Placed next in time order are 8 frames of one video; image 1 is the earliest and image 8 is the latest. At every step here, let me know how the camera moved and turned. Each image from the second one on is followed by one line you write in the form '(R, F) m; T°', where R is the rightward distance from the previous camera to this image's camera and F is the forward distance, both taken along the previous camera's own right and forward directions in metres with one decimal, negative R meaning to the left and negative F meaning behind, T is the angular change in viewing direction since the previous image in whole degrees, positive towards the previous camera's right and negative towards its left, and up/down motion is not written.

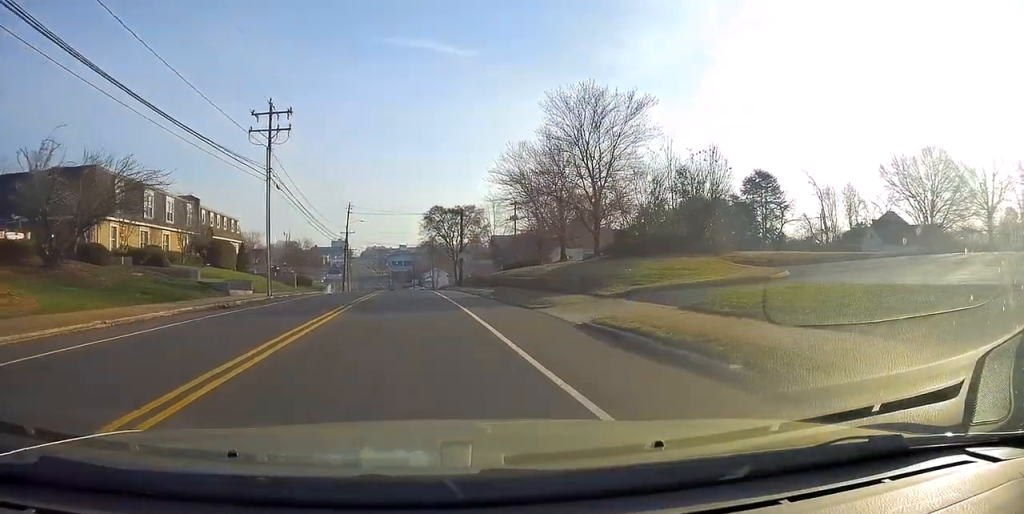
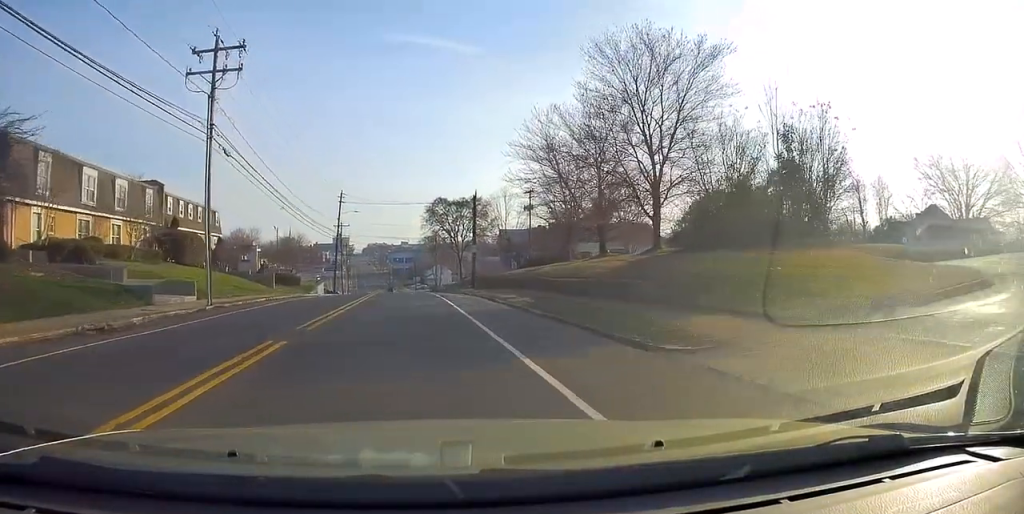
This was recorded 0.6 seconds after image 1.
(+0.2, +10.0) m; +1°
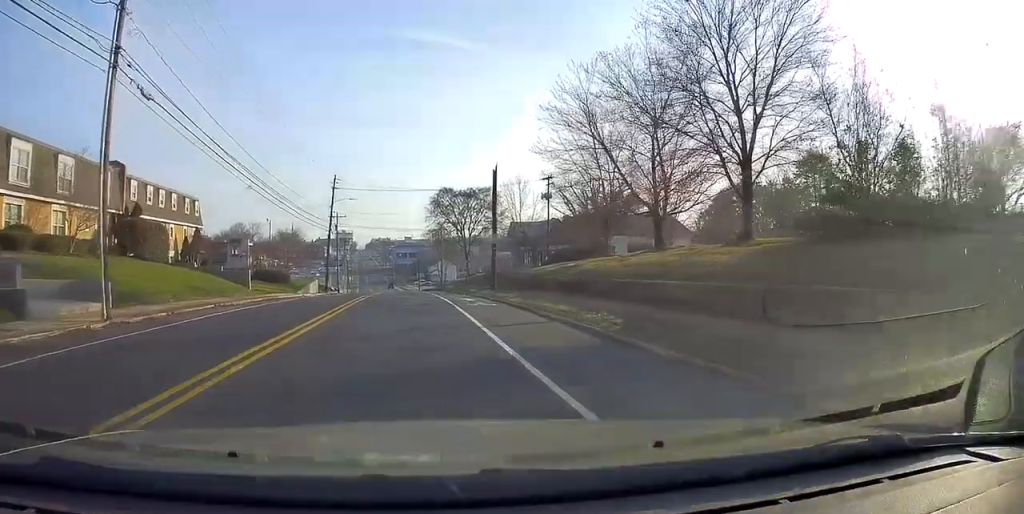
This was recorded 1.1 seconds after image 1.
(0.0, +8.5) m; +1°
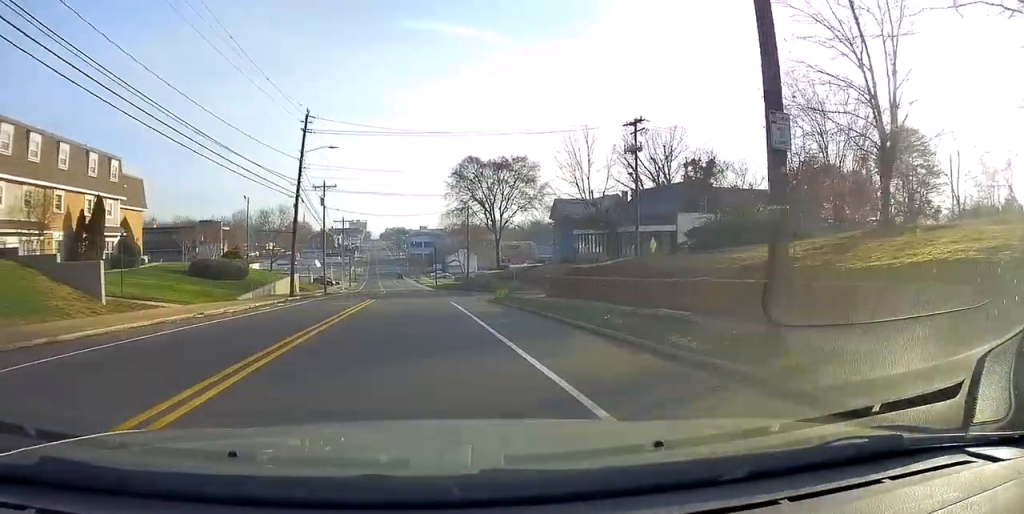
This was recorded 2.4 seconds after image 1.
(+0.1, +23.0) m; 0°
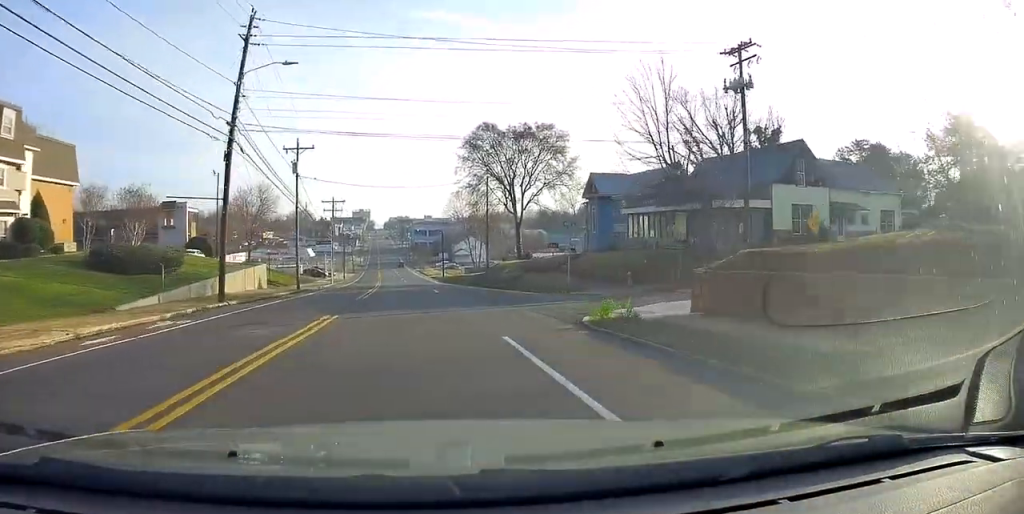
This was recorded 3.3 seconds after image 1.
(-0.1, +14.9) m; -1°
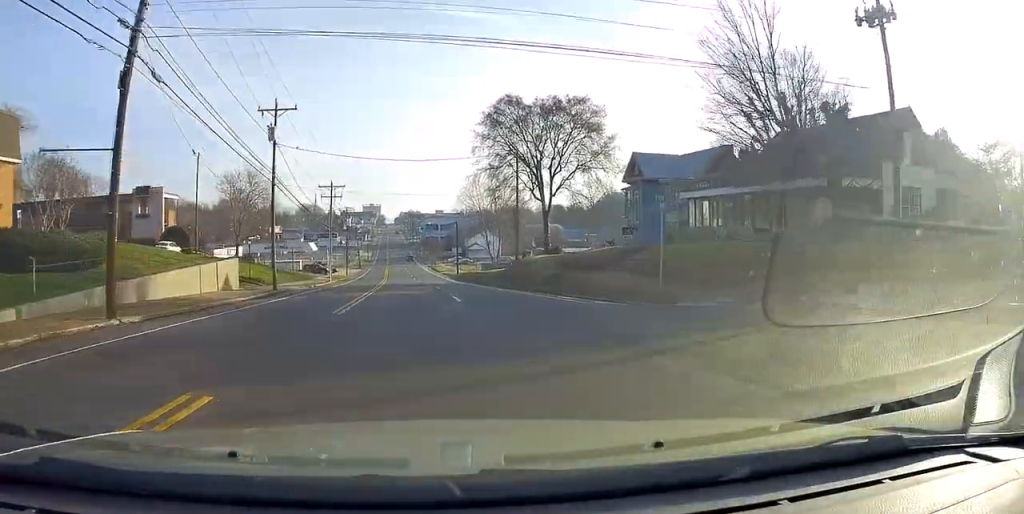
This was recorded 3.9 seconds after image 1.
(+0.1, +10.1) m; -1°
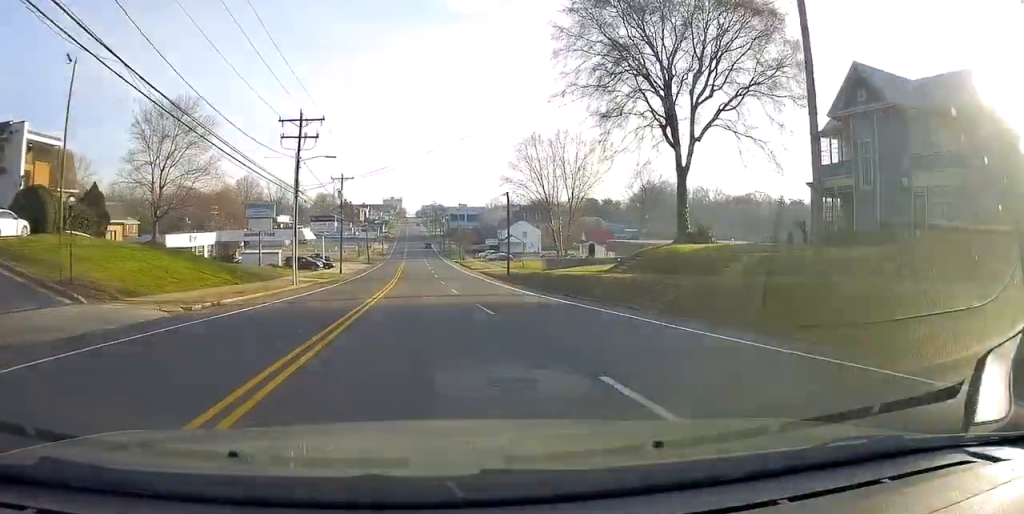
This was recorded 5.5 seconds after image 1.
(-0.8, +28.8) m; -2°
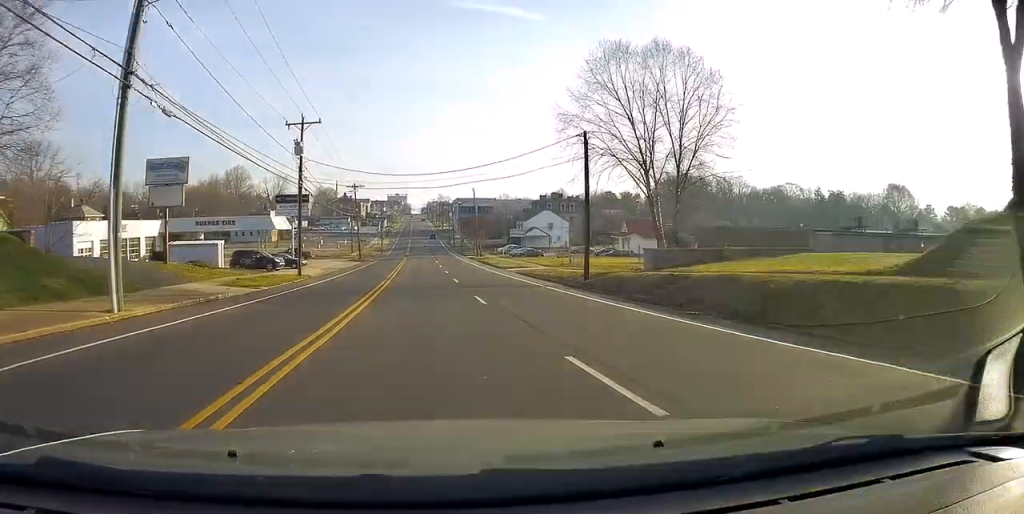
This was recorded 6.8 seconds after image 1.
(-0.2, +23.7) m; 0°
